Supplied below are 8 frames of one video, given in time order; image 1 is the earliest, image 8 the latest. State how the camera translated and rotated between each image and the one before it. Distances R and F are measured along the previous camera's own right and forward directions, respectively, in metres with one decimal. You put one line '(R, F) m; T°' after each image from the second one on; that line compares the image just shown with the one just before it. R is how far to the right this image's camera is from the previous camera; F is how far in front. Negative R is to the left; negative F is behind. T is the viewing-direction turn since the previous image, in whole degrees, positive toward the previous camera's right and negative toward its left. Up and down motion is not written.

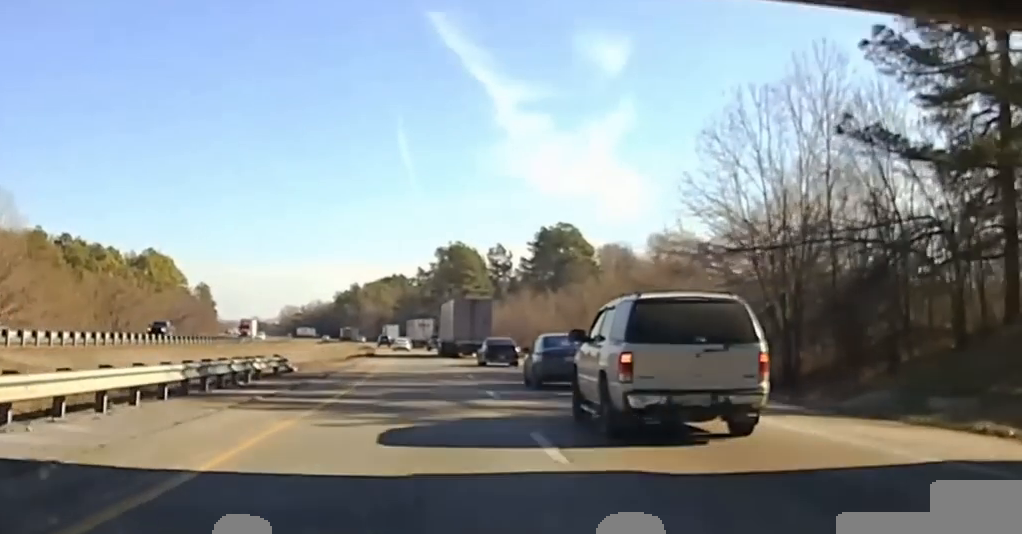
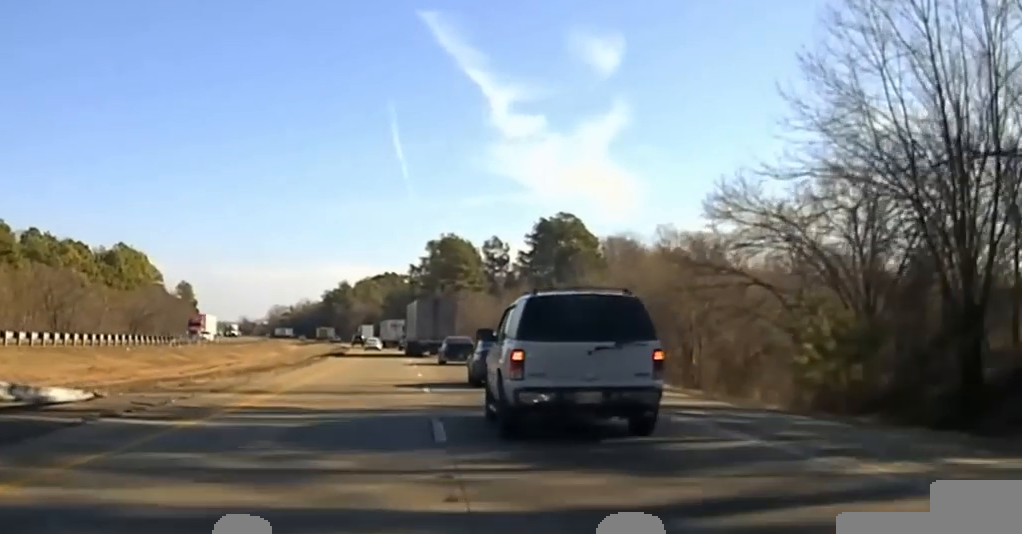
(0.0, +25.2) m; -1°
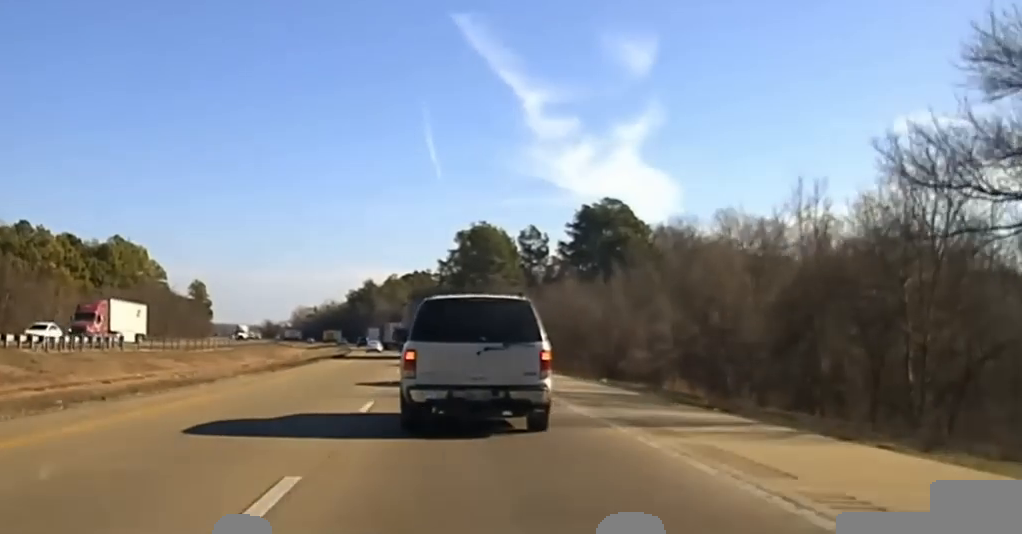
(-0.5, +37.7) m; -2°
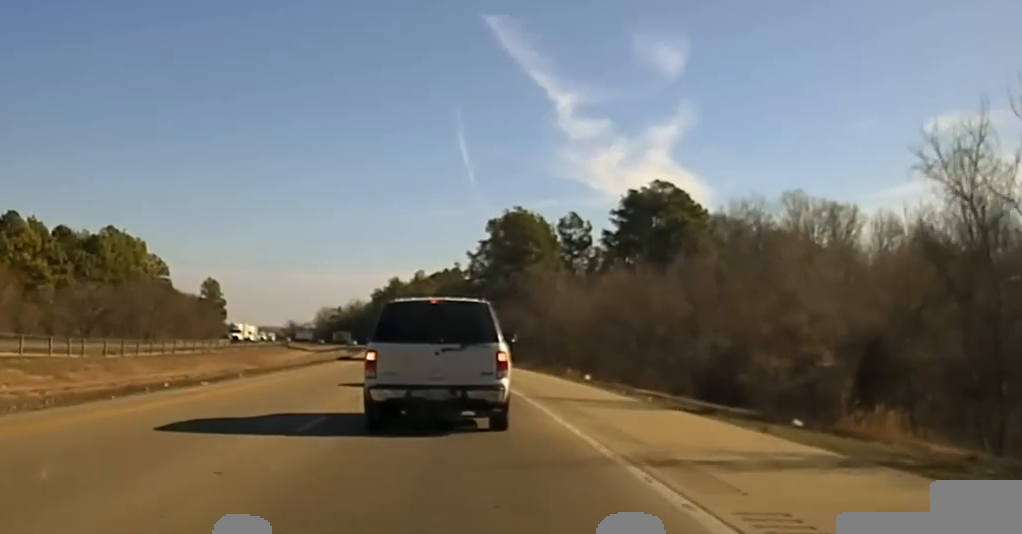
(-0.5, +29.4) m; -1°
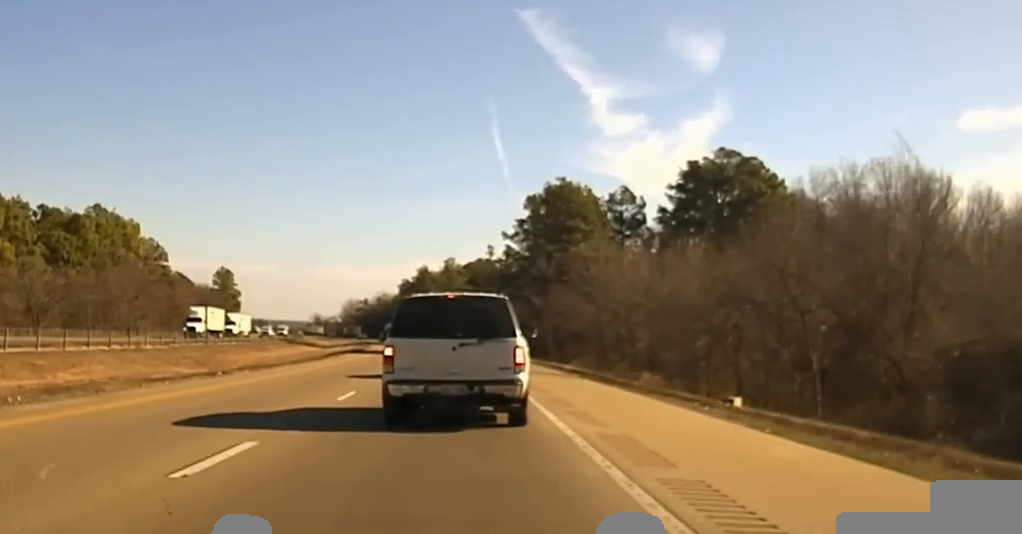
(-0.1, +24.5) m; 0°
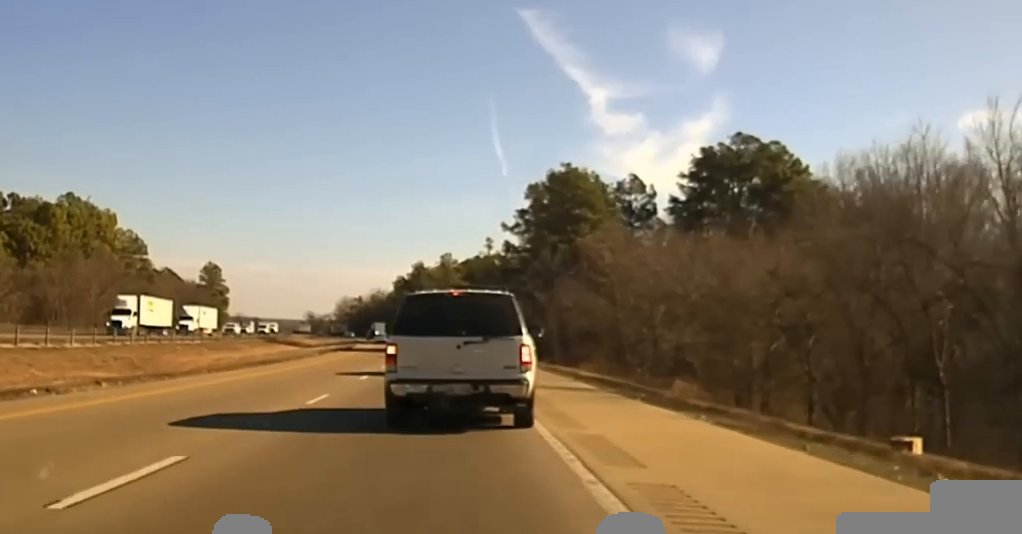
(-0.1, +9.7) m; 0°
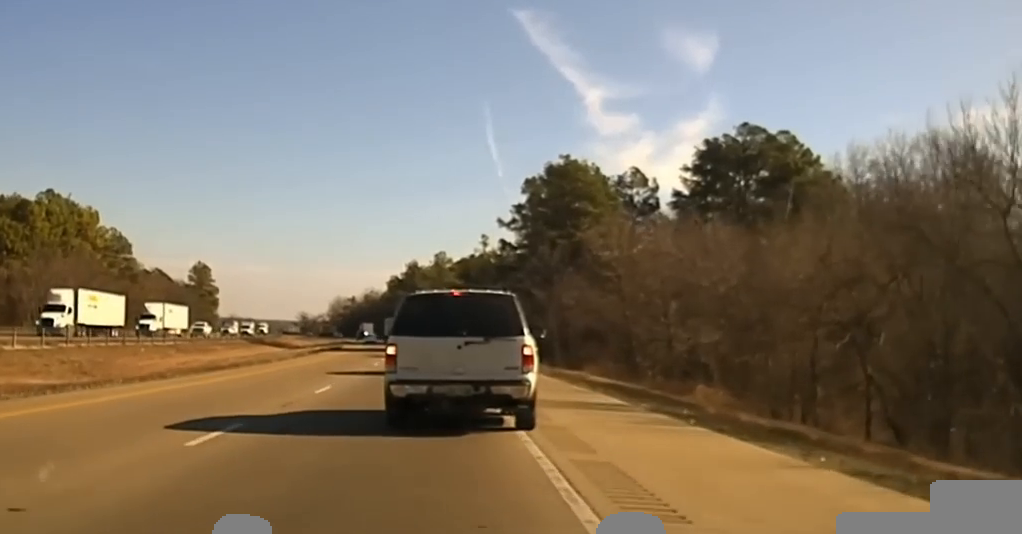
(+0.1, +6.2) m; +1°
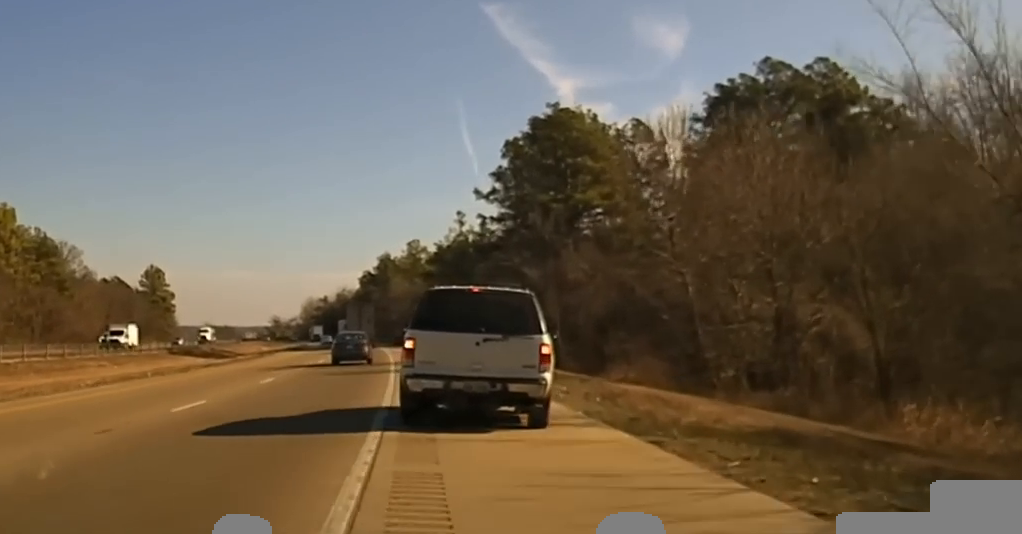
(+0.5, +24.8) m; +1°
